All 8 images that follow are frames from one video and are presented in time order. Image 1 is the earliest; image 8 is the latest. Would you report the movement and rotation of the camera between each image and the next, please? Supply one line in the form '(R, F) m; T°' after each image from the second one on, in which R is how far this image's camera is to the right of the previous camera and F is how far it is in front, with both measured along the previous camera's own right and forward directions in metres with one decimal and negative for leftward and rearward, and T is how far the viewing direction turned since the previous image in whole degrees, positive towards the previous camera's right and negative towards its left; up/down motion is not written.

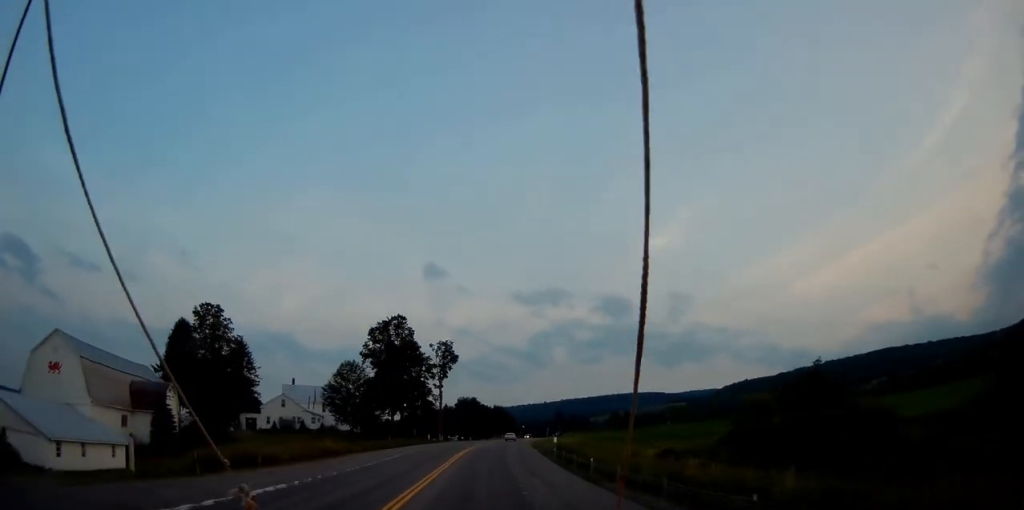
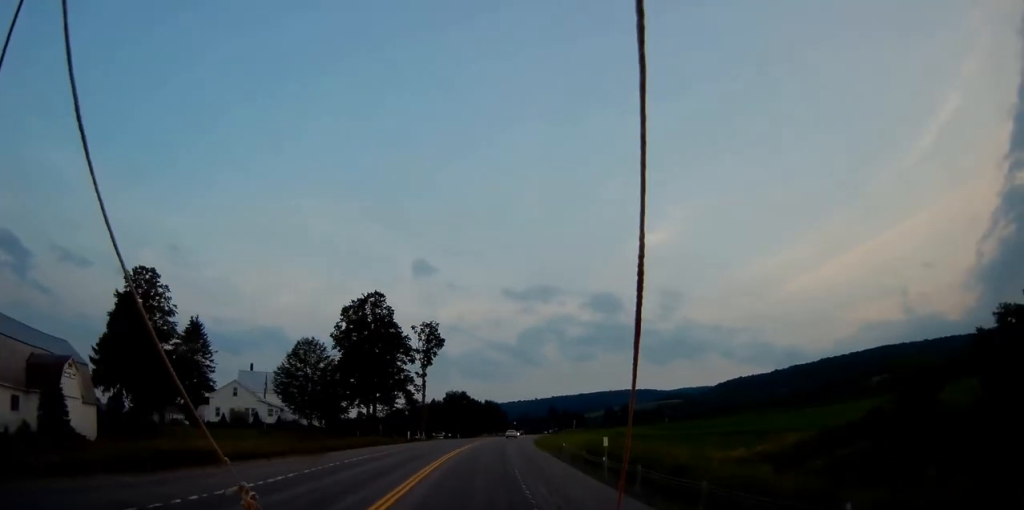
(+0.1, +17.6) m; +1°
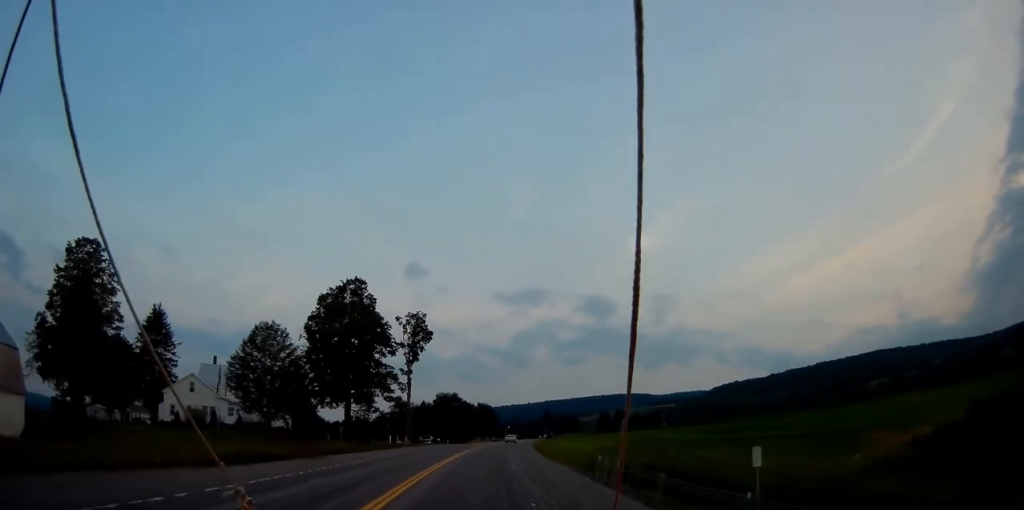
(-0.1, +11.9) m; 0°
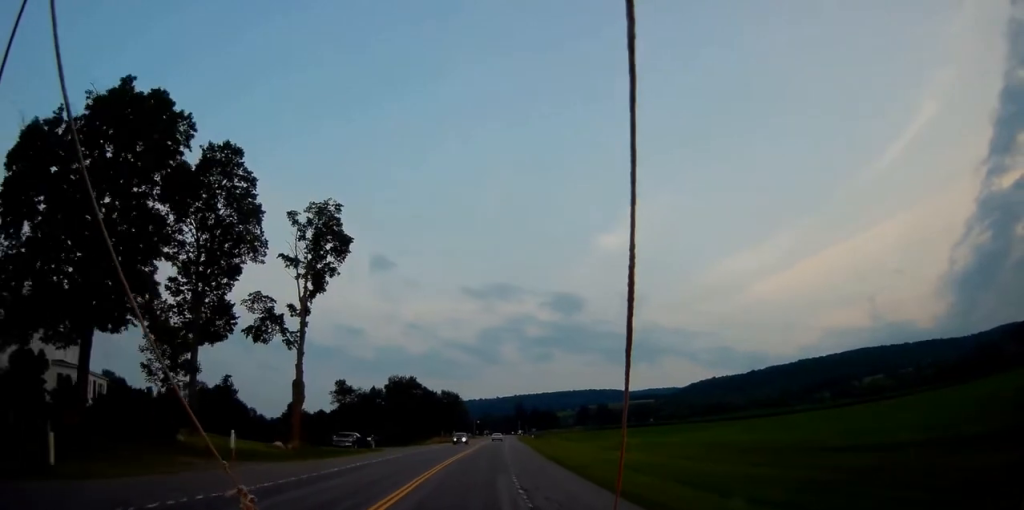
(+0.9, +45.6) m; +3°
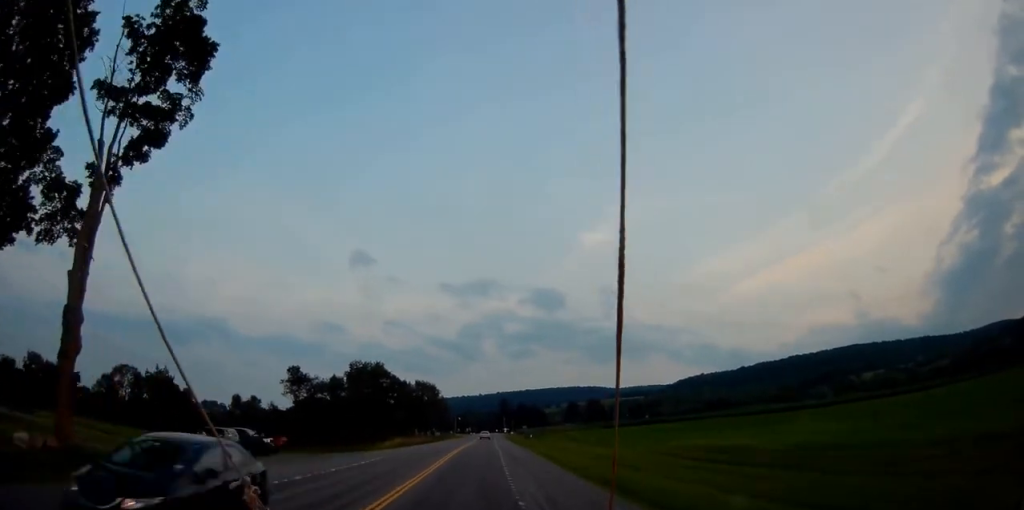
(+0.9, +28.6) m; +2°
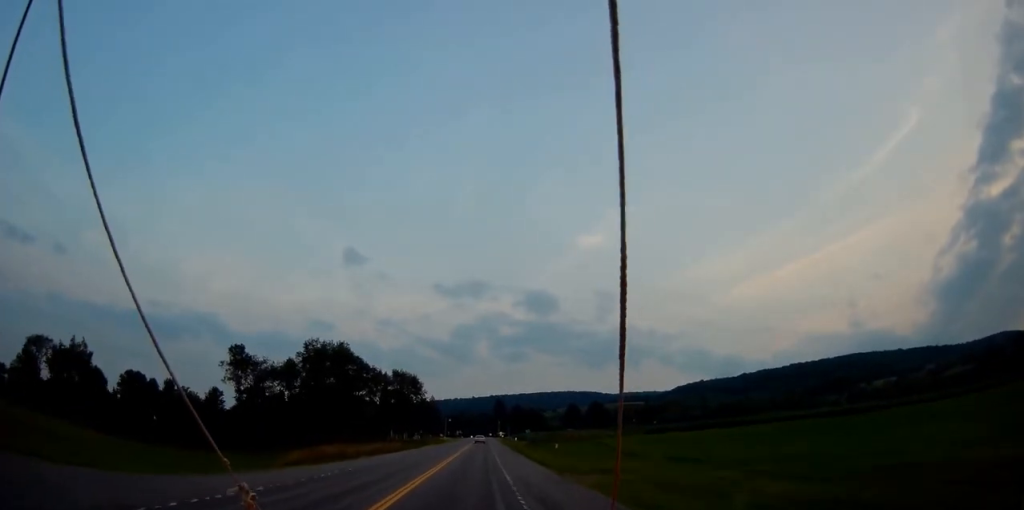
(+0.4, +31.5) m; +1°
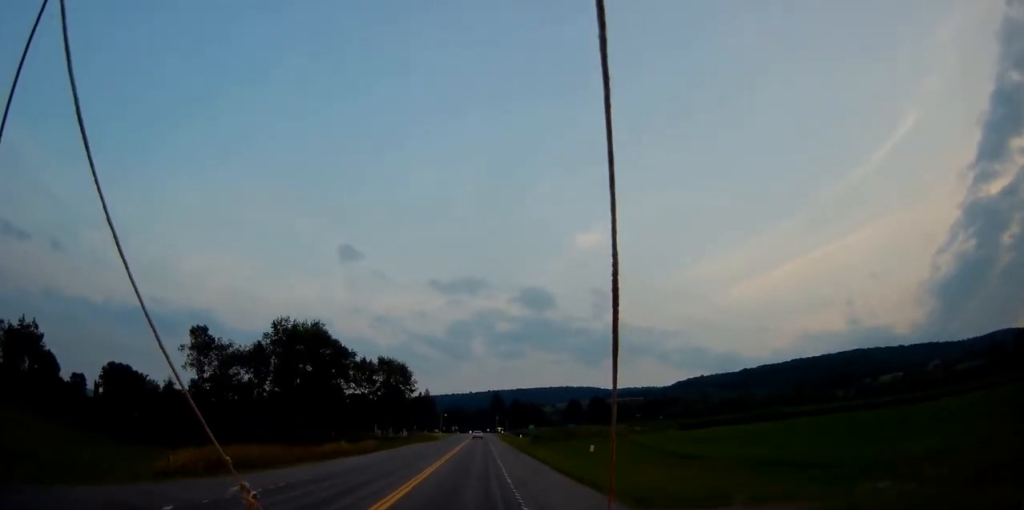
(+0.1, +15.4) m; 0°
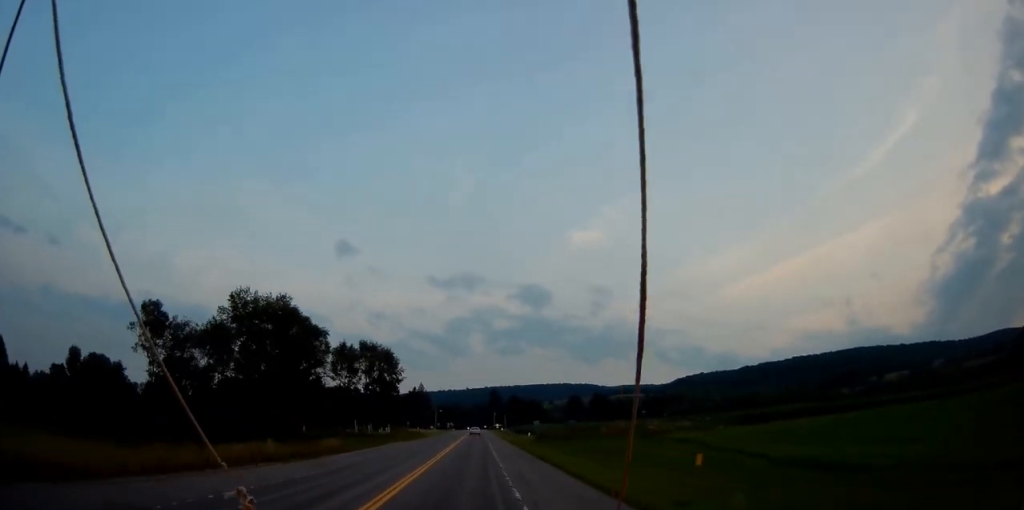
(0.0, +15.4) m; 0°
